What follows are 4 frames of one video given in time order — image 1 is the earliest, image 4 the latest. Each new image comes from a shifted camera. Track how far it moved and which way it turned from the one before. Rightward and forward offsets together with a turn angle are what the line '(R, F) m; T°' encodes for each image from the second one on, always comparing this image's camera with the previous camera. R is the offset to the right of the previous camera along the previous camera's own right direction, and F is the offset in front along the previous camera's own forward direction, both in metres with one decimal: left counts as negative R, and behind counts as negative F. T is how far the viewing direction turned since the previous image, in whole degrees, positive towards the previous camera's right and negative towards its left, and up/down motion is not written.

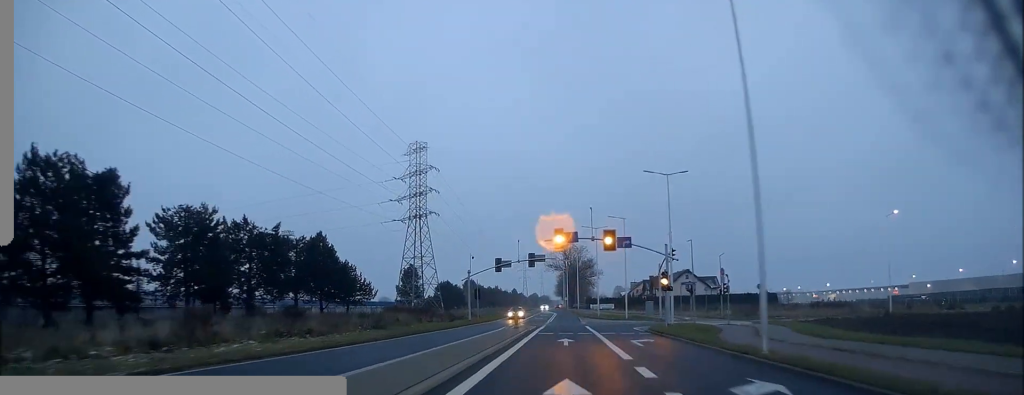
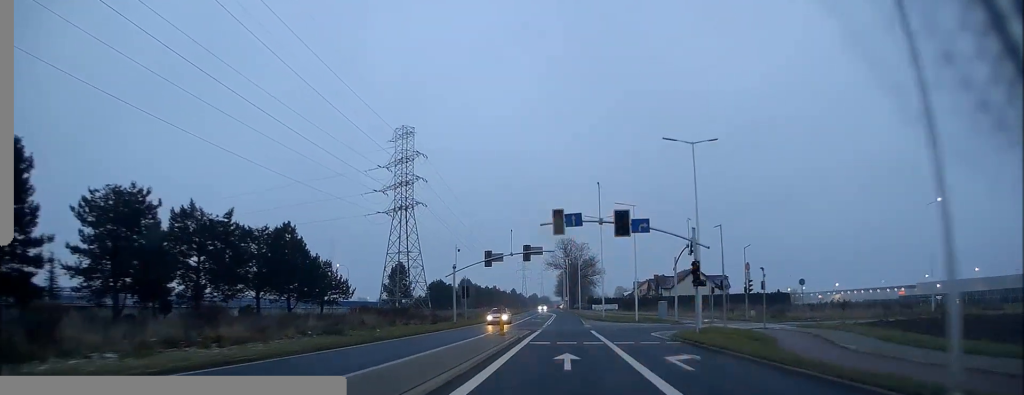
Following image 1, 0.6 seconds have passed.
(0.0, +8.3) m; 0°
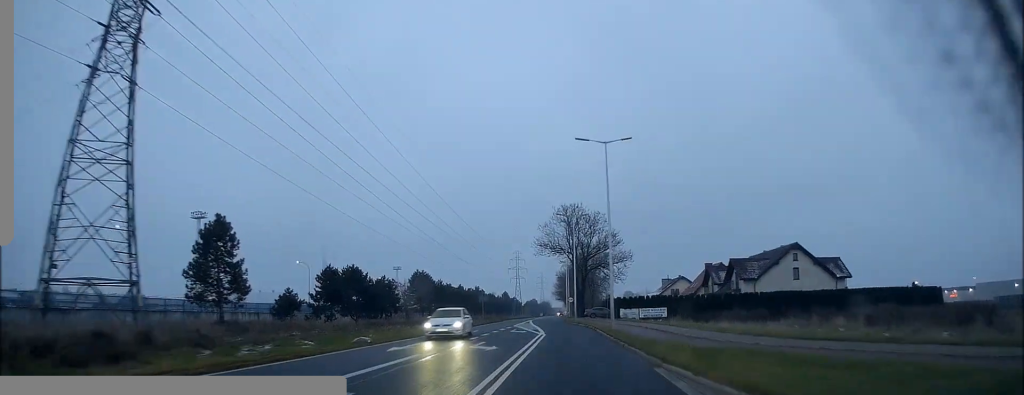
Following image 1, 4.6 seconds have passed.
(-0.6, +56.0) m; 0°
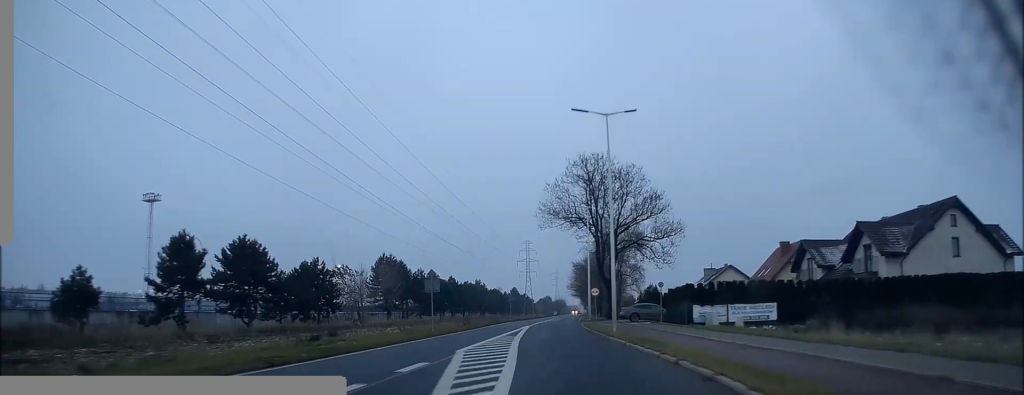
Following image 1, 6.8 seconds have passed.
(-0.8, +30.7) m; -2°
